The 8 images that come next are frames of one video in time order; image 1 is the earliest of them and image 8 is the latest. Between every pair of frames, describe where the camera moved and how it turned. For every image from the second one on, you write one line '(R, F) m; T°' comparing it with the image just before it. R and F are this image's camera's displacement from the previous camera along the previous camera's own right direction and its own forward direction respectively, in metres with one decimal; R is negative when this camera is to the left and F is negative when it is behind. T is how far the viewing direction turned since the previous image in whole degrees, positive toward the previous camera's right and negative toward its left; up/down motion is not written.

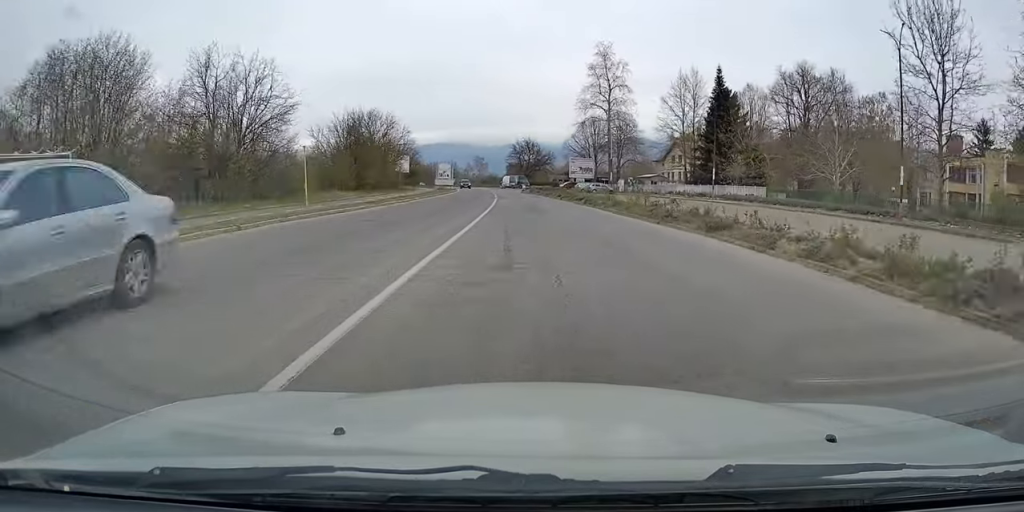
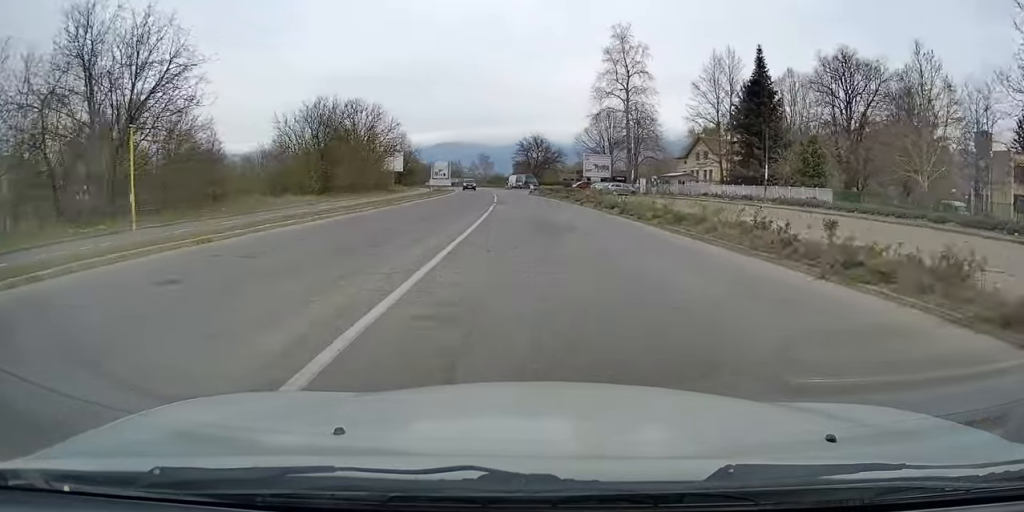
(-0.2, +12.5) m; 0°
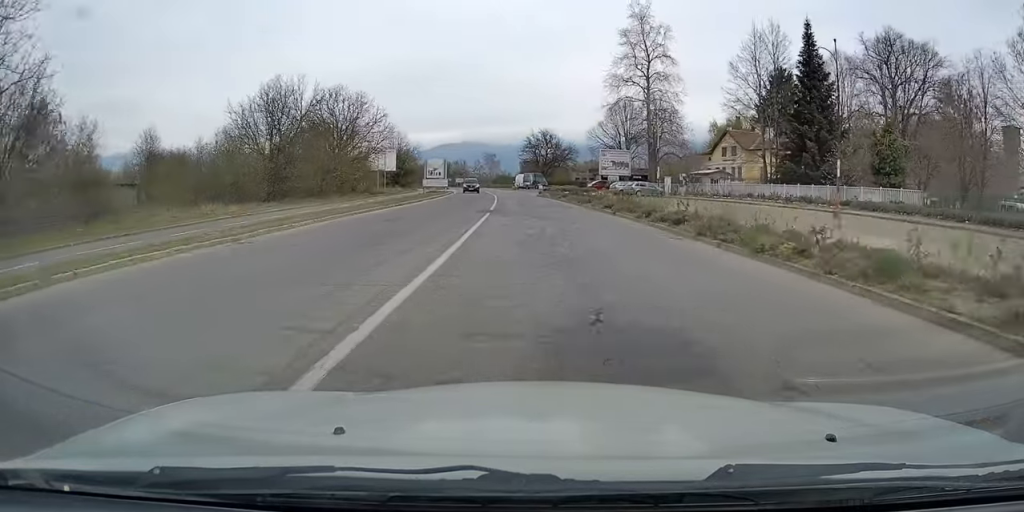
(0.0, +11.5) m; -1°
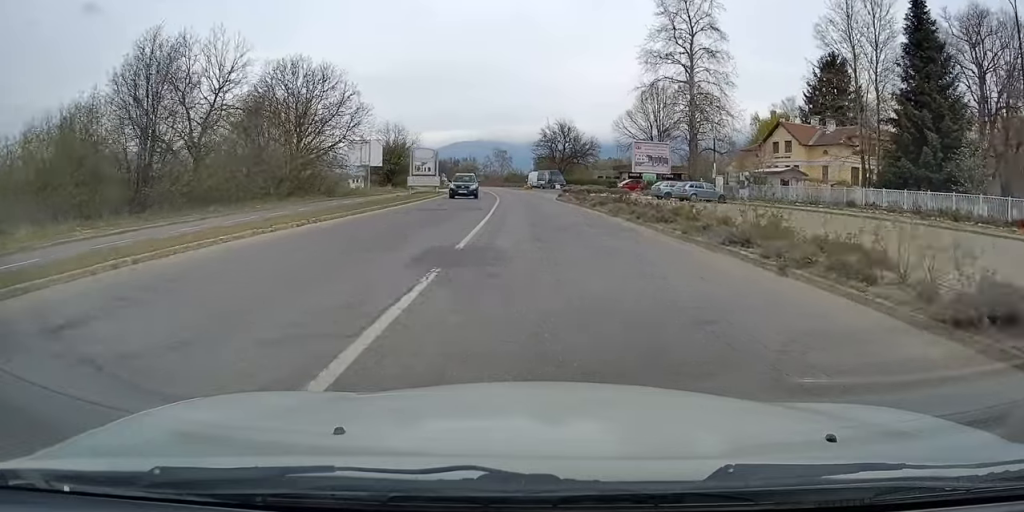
(-0.2, +16.7) m; -1°
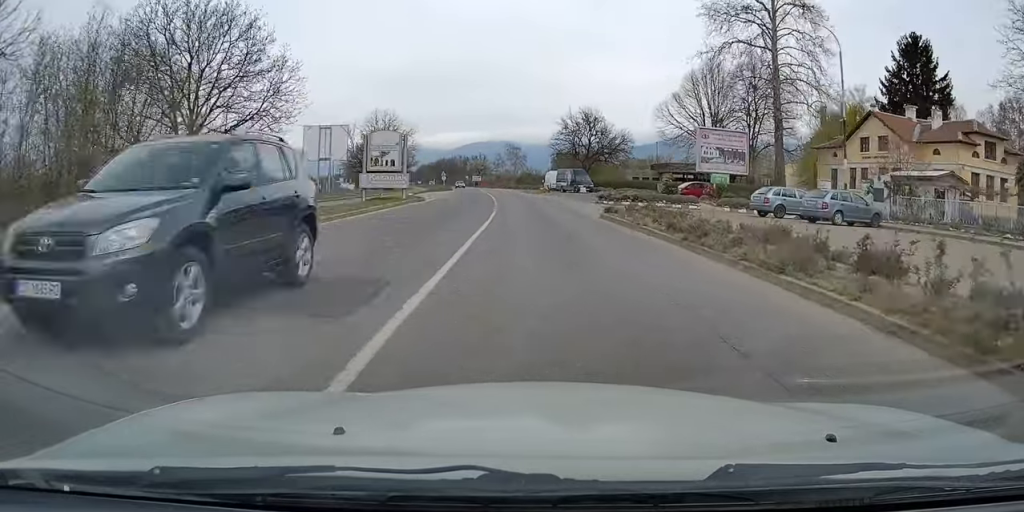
(-0.3, +20.8) m; -2°
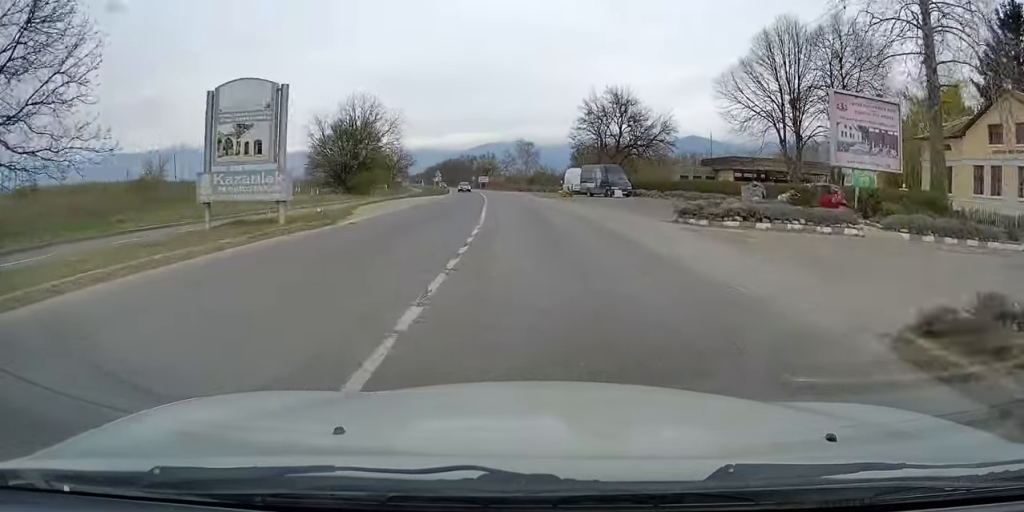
(-0.4, +20.0) m; -1°
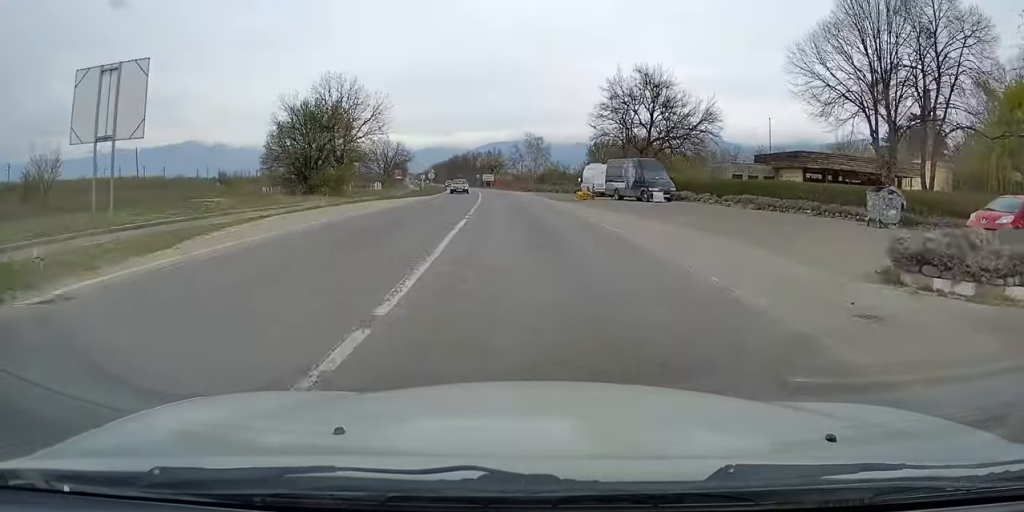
(0.0, +13.8) m; -1°
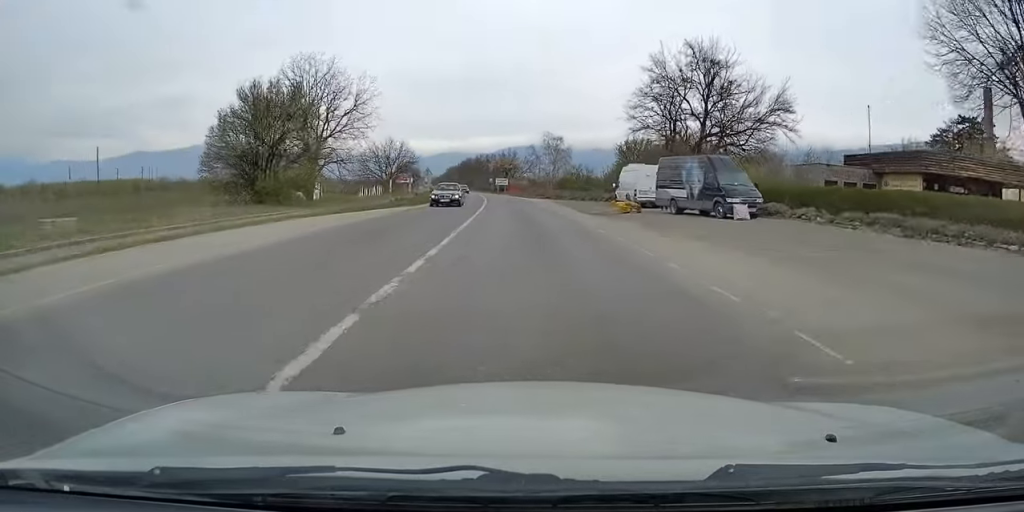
(-0.1, +13.4) m; -1°
